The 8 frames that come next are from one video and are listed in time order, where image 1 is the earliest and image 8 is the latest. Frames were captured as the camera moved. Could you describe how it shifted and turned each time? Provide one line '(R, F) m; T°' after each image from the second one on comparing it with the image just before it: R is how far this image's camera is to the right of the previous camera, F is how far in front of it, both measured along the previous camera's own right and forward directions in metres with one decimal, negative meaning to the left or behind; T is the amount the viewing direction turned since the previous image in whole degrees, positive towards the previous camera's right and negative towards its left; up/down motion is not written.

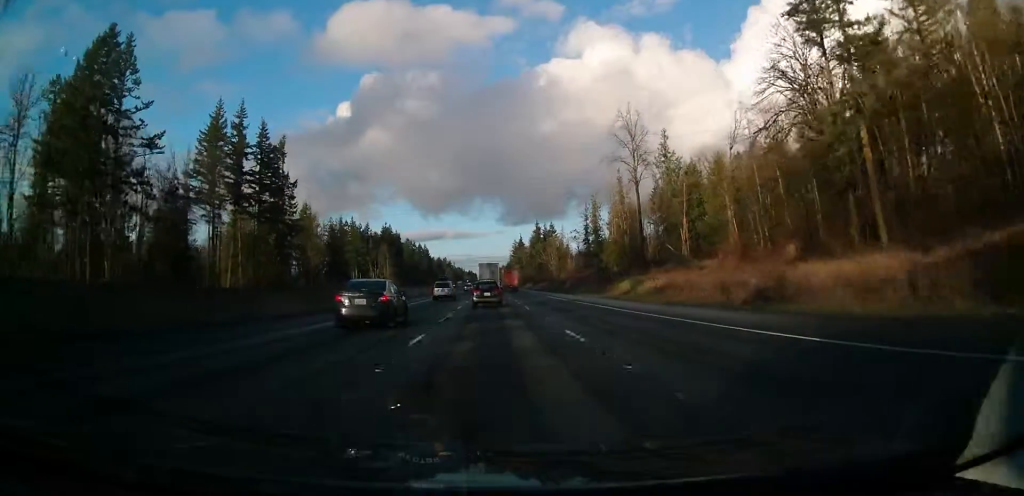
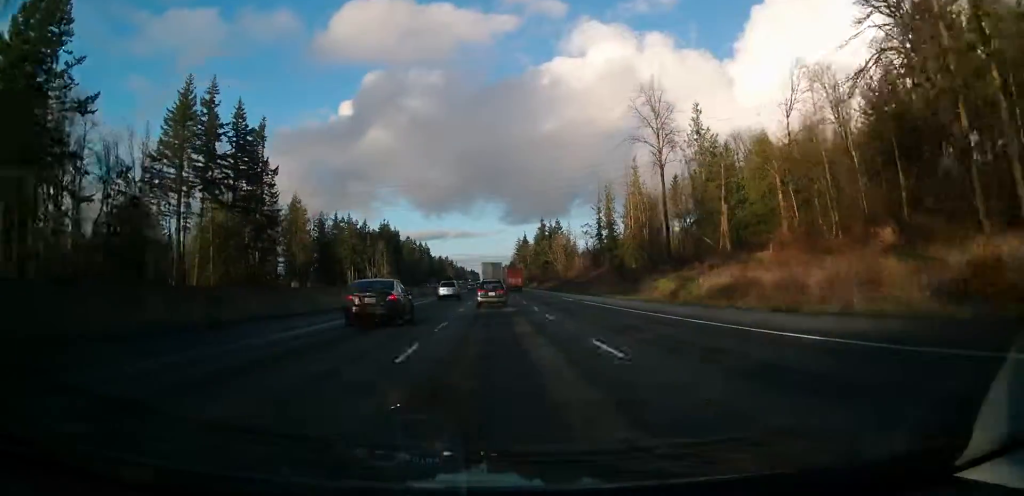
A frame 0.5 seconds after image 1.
(0.0, +15.1) m; 0°
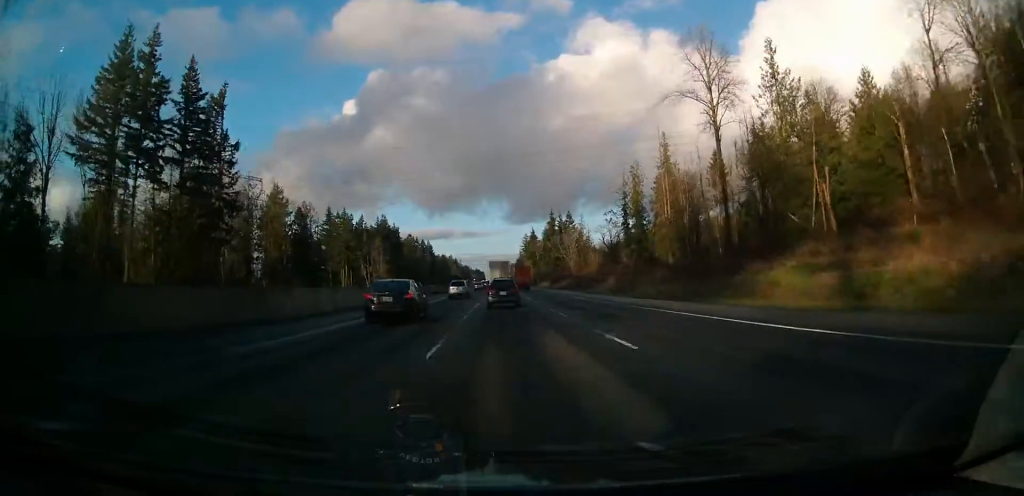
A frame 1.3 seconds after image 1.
(0.0, +23.2) m; 0°
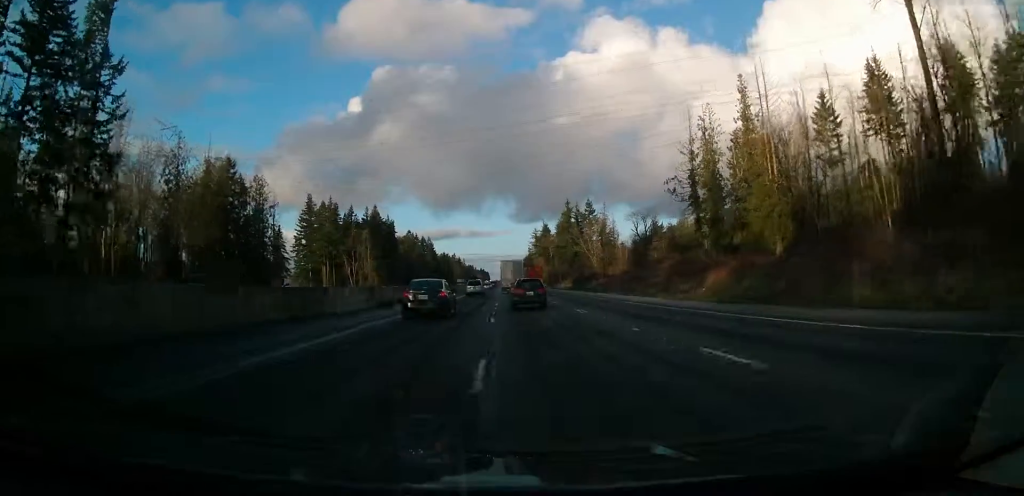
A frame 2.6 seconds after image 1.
(-0.1, +39.8) m; 0°
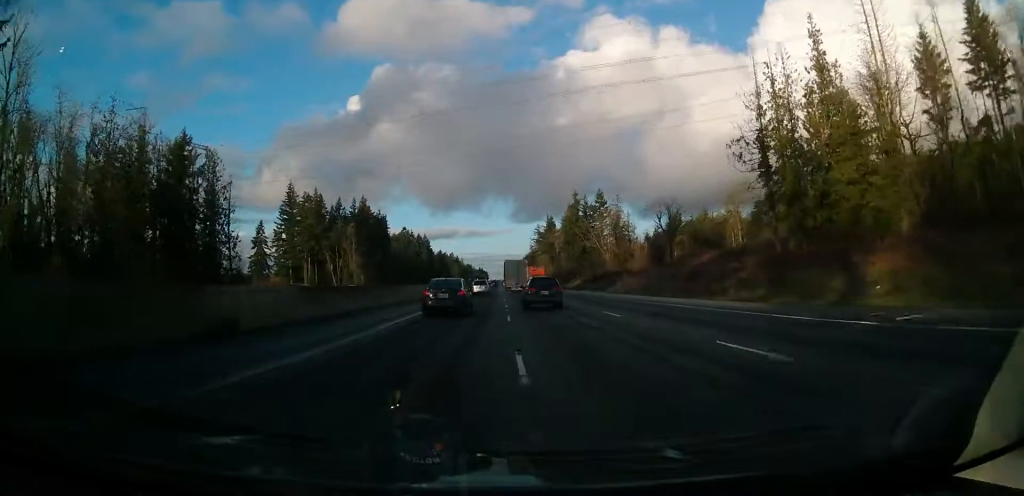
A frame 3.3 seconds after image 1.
(0.0, +23.6) m; 0°
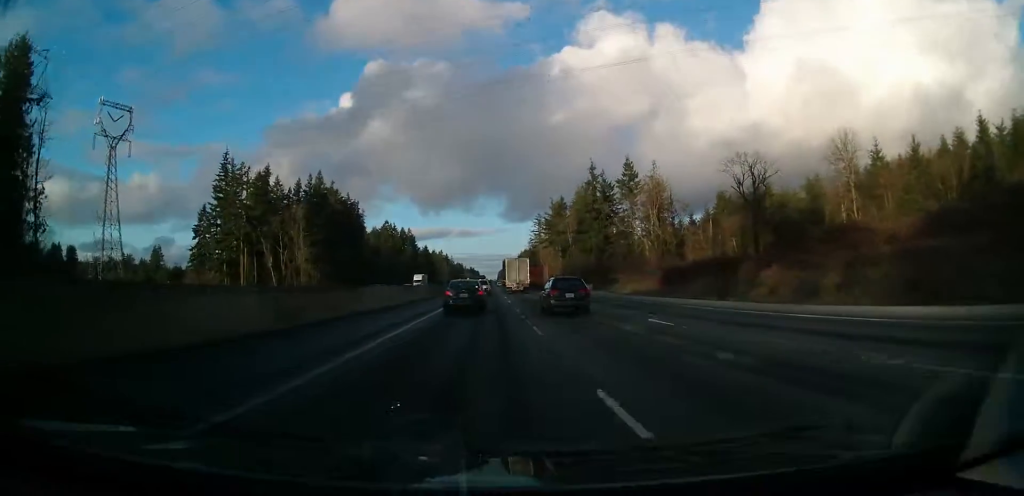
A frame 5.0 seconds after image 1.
(-0.7, +51.7) m; -1°
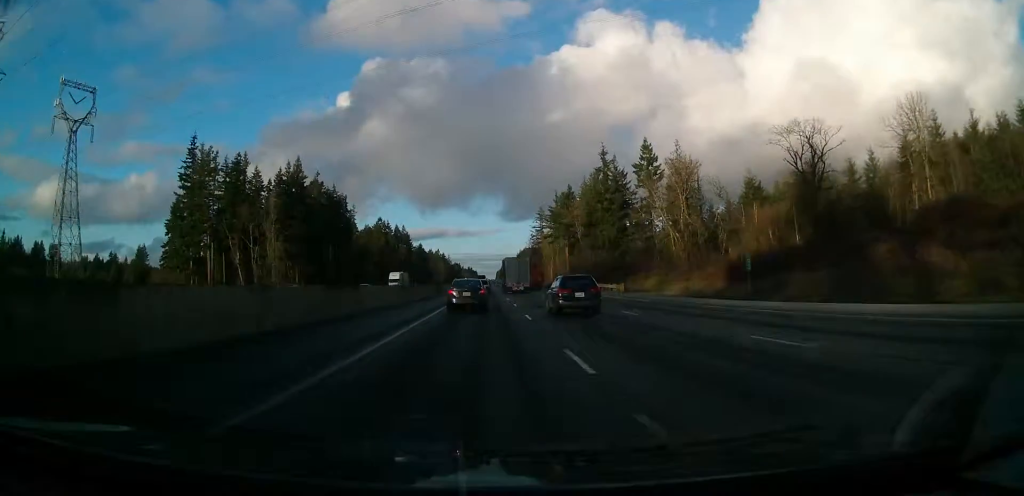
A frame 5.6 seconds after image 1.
(+0.3, +19.8) m; +1°
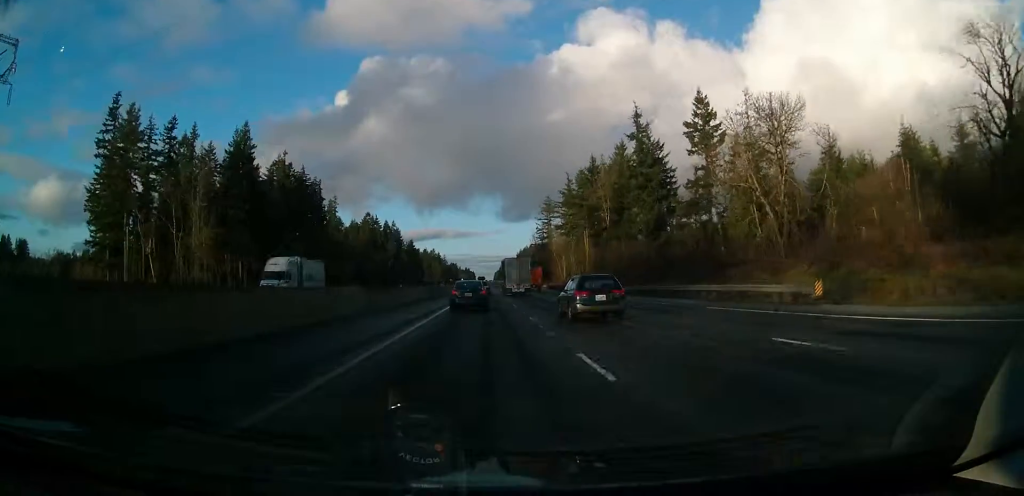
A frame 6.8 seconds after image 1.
(+0.4, +36.8) m; +1°
